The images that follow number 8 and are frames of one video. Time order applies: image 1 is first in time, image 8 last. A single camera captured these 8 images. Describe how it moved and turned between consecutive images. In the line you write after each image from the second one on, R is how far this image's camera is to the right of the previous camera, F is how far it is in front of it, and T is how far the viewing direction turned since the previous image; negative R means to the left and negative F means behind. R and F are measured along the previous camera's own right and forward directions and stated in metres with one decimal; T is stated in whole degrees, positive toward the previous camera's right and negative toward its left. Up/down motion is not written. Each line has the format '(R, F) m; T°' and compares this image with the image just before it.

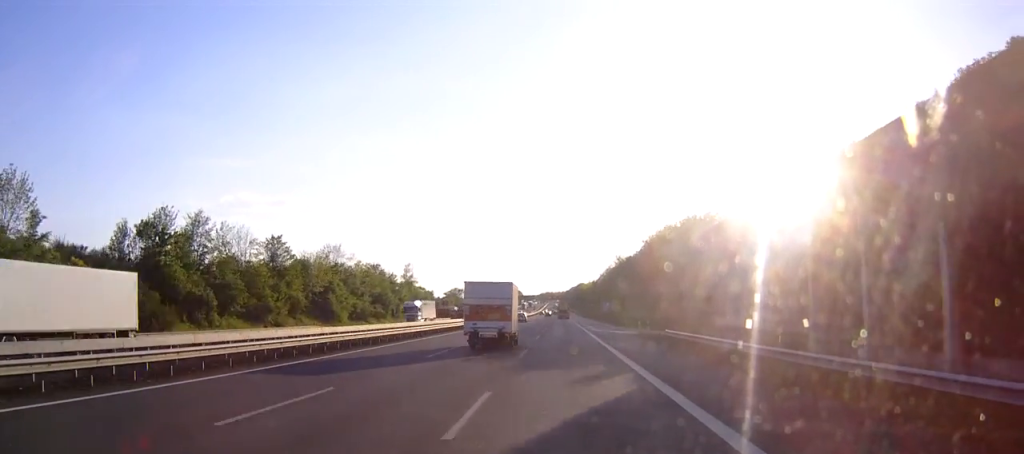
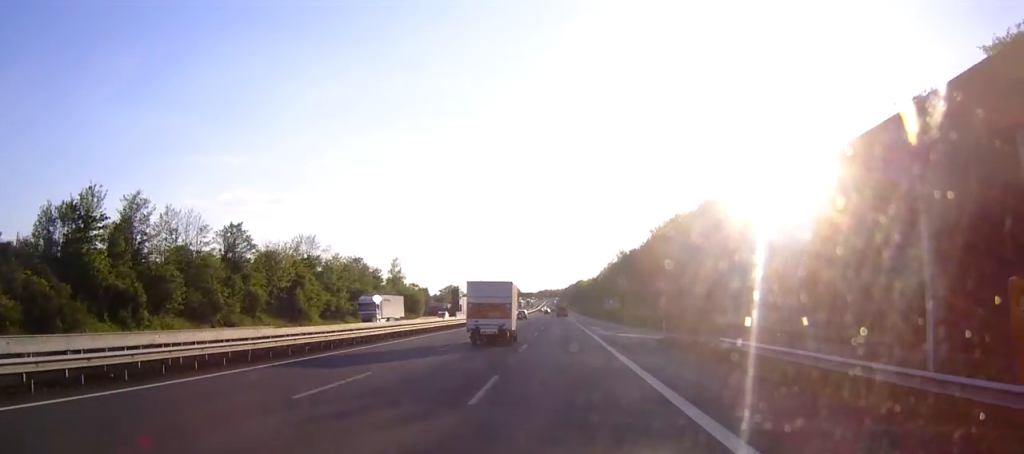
(0.0, +14.2) m; 0°
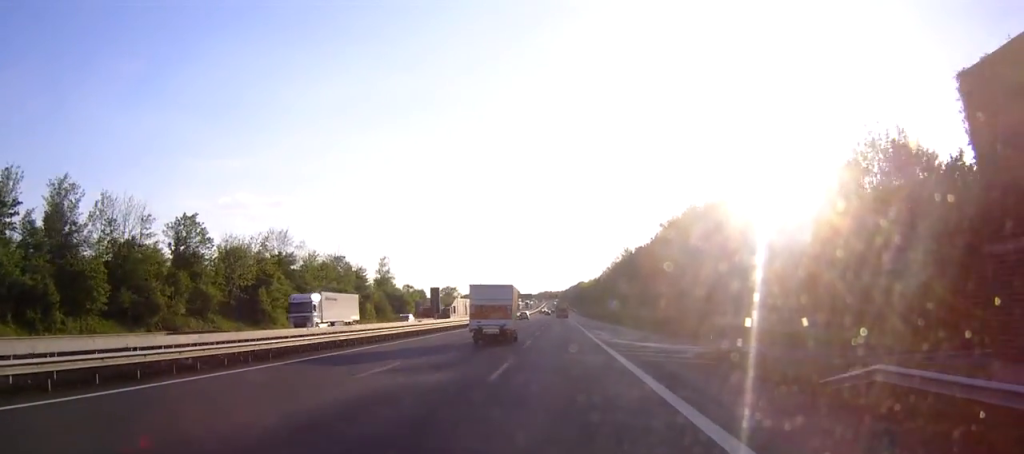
(0.0, +13.3) m; 0°
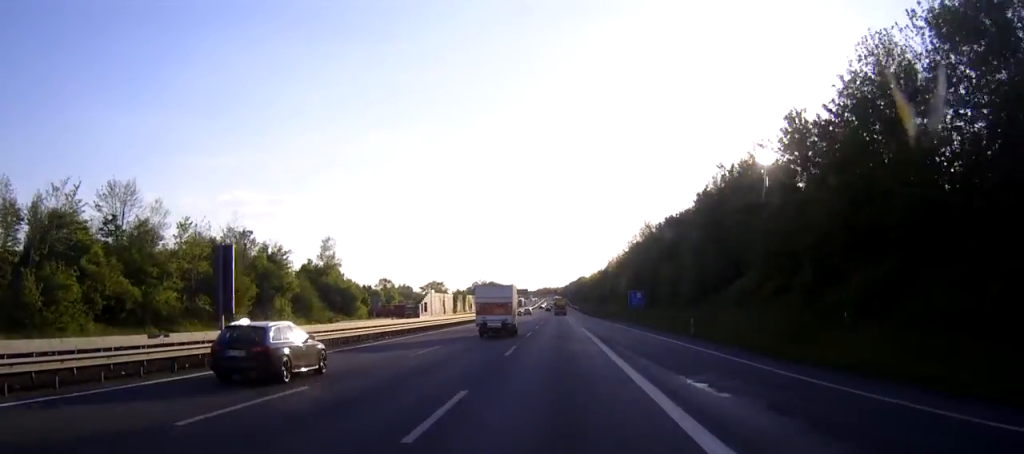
(-0.1, +44.6) m; 0°
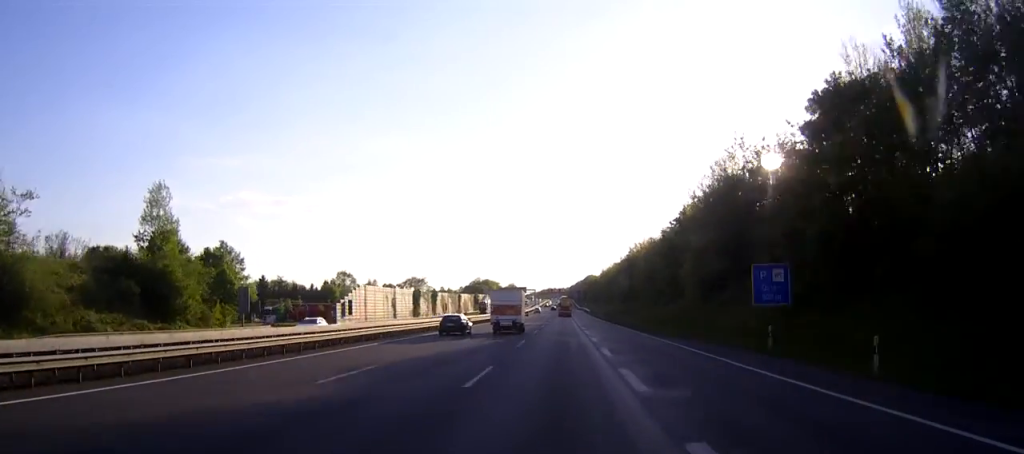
(-0.2, +64.6) m; 0°
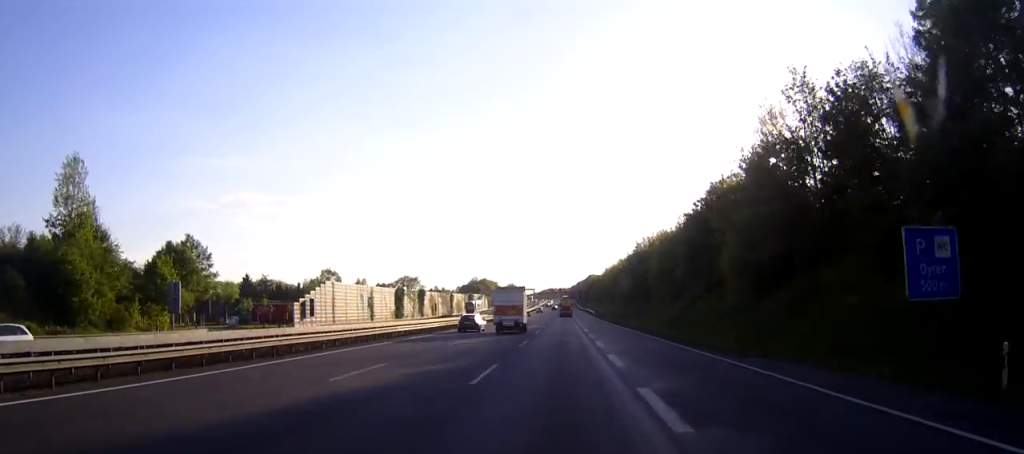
(0.0, +17.2) m; 0°
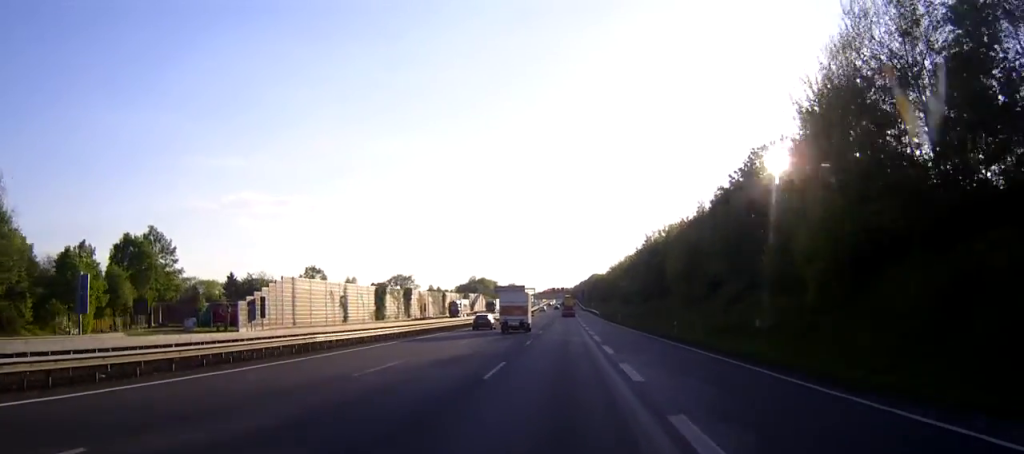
(0.0, +16.2) m; 0°
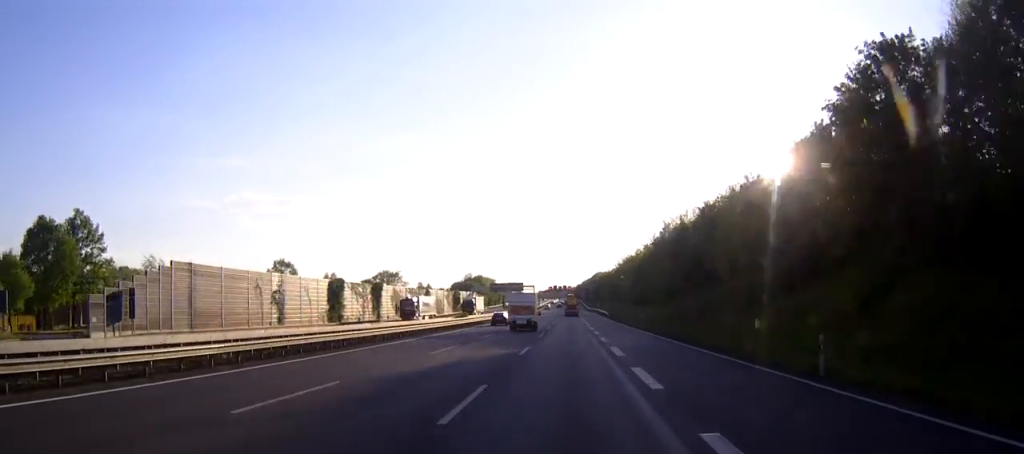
(-0.1, +25.7) m; 0°
